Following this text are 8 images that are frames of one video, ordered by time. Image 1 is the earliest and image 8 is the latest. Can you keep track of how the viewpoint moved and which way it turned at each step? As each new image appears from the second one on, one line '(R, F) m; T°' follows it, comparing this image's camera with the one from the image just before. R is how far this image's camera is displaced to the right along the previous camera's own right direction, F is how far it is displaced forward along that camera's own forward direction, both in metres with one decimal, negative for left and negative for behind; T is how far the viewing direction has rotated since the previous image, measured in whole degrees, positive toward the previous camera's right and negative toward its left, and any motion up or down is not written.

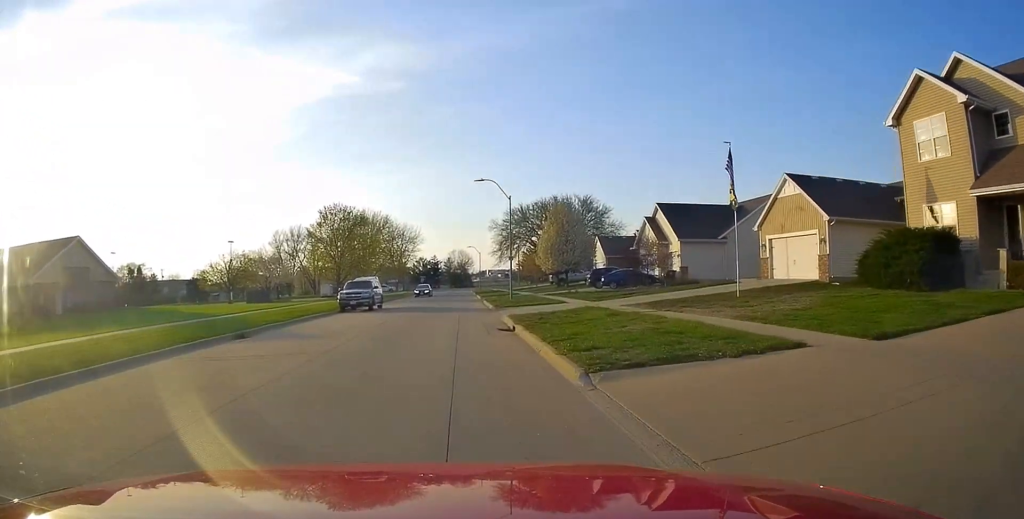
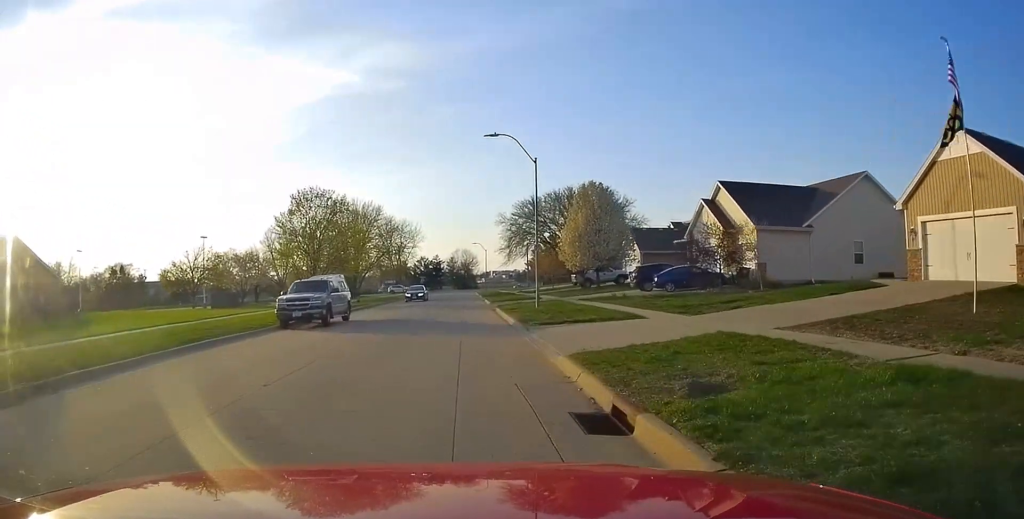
(-0.3, +11.8) m; 0°
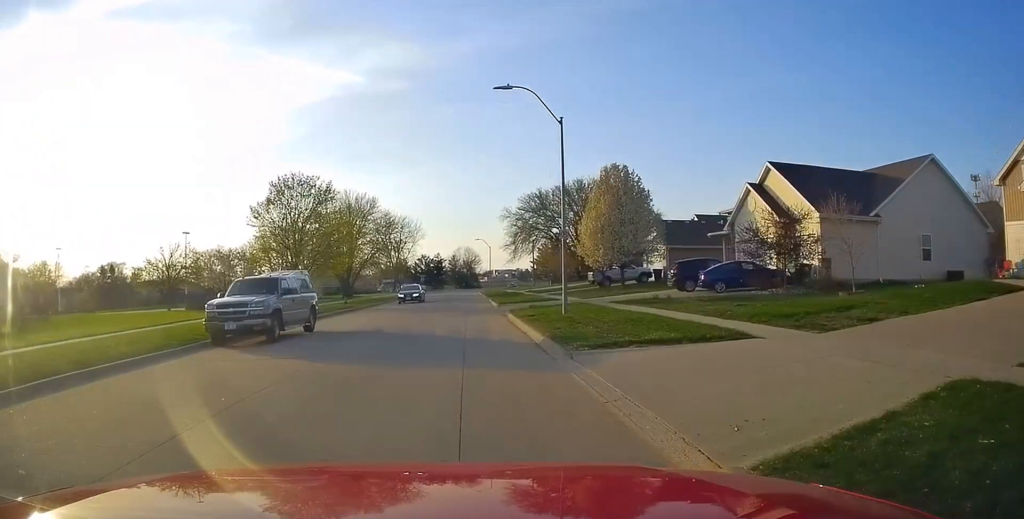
(-0.2, +6.6) m; +1°
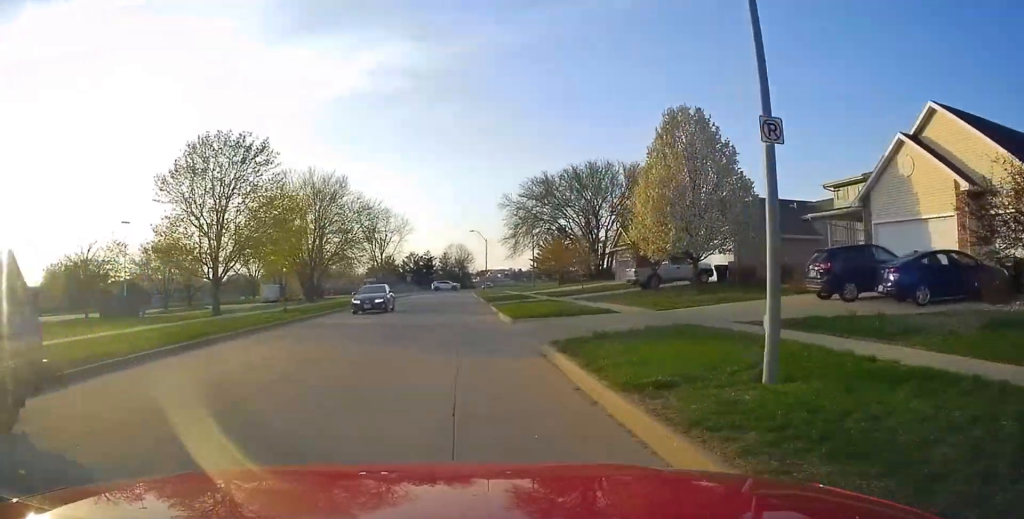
(+0.5, +14.1) m; 0°
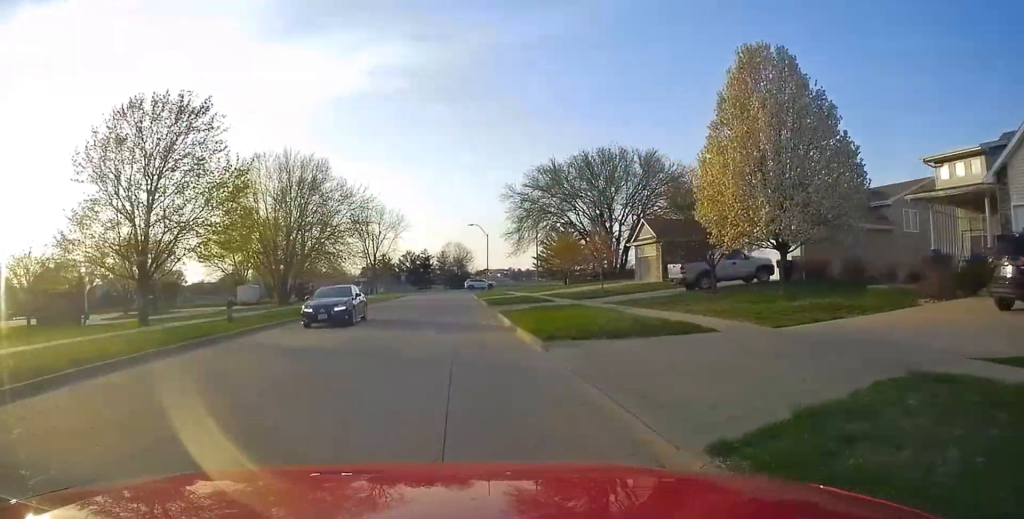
(-0.4, +7.8) m; -1°
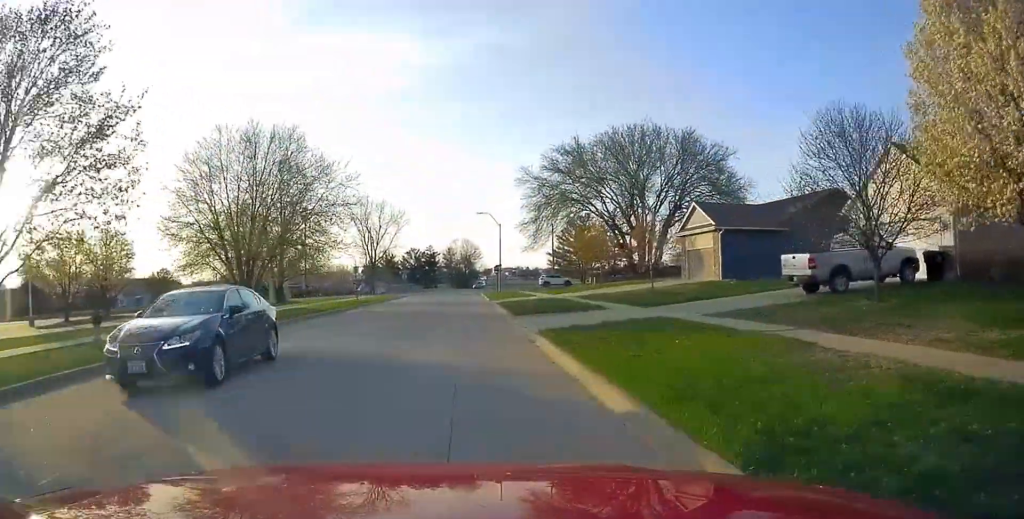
(+0.1, +10.0) m; +2°
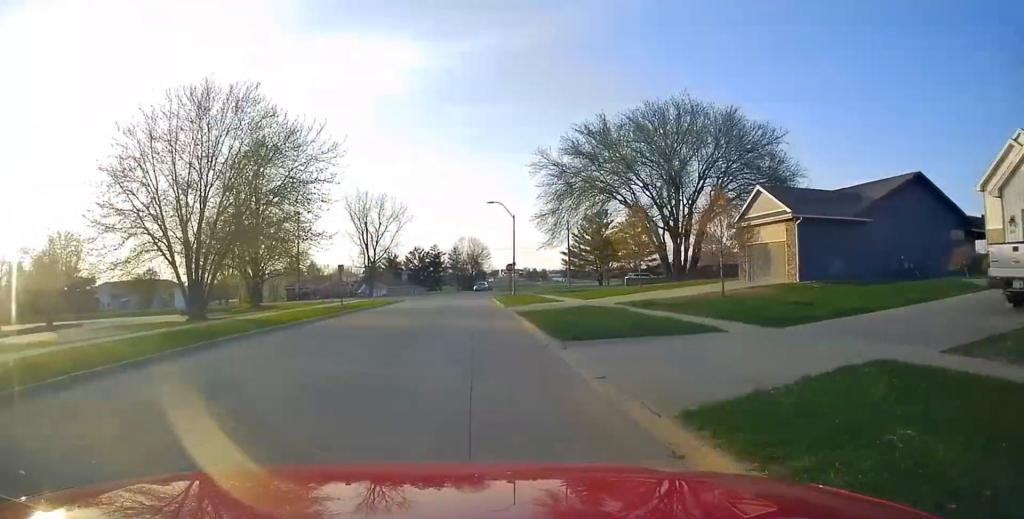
(+0.2, +8.7) m; +1°
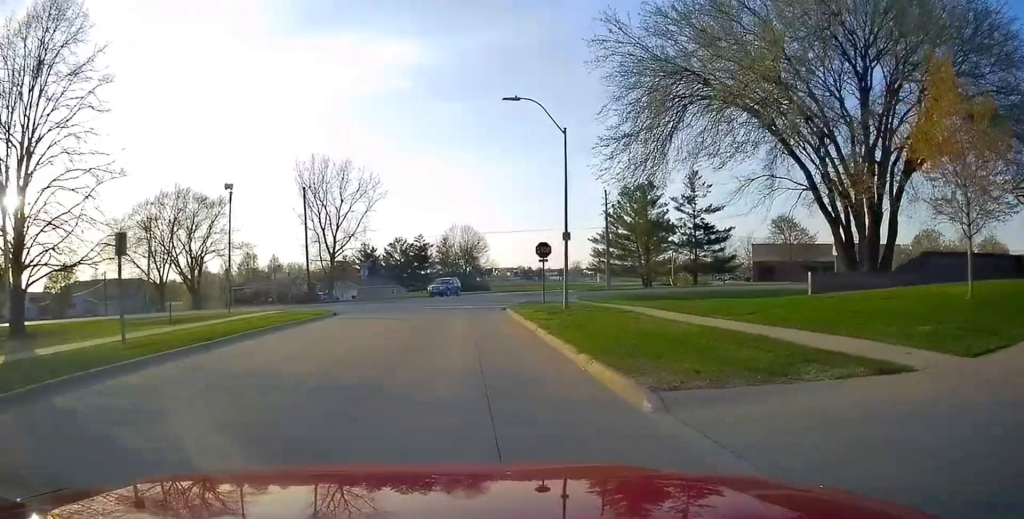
(-0.6, +27.1) m; 0°
